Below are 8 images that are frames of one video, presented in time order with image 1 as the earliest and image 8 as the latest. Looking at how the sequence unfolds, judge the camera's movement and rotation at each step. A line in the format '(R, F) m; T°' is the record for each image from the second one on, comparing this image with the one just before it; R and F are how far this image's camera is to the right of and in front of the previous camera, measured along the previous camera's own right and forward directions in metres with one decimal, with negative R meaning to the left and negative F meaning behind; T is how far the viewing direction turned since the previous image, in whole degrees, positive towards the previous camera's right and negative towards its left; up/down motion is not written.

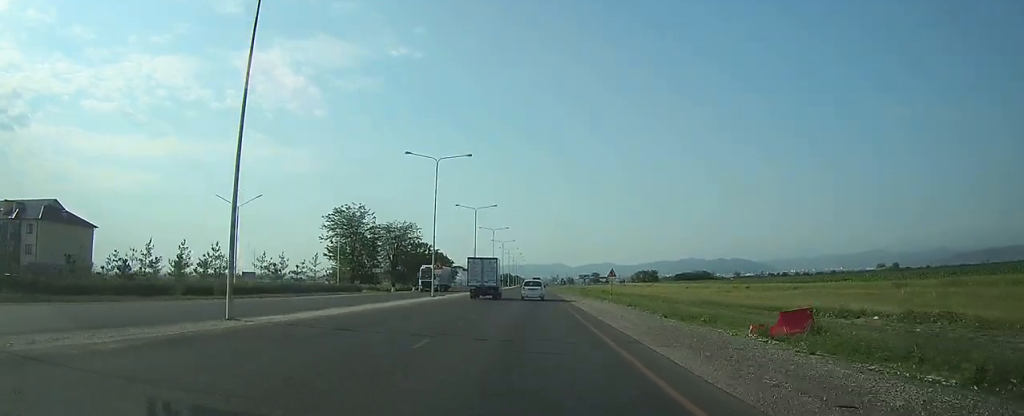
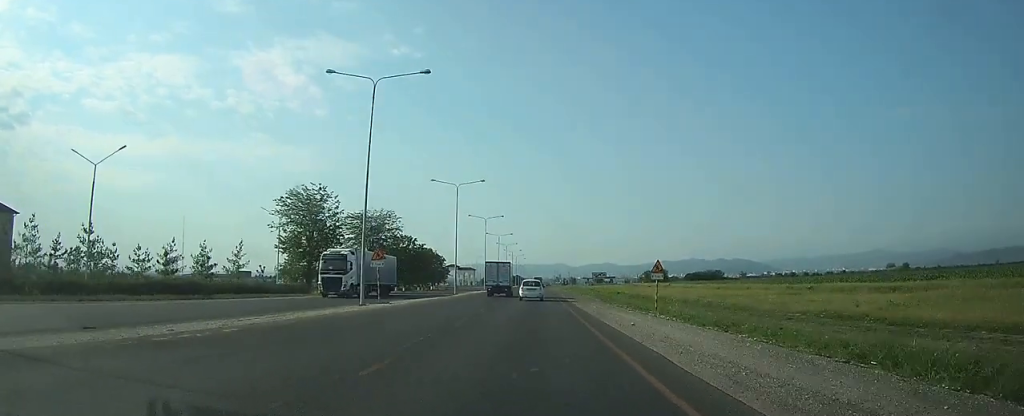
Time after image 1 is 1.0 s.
(0.0, +19.4) m; 0°
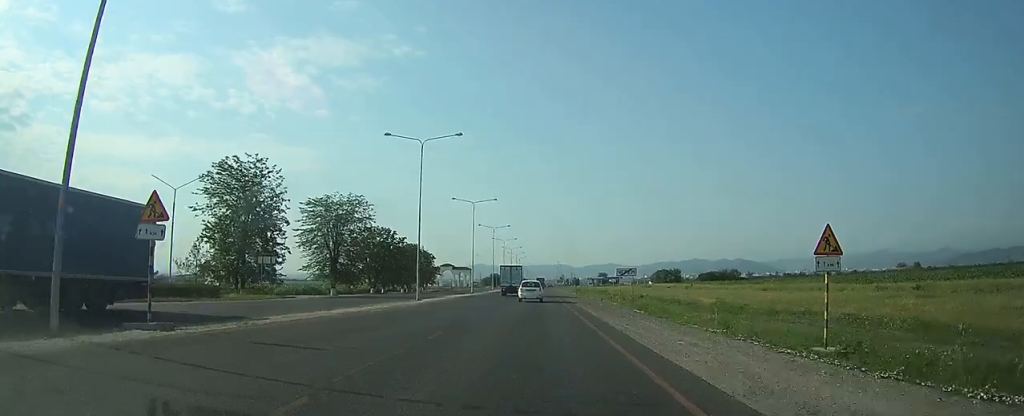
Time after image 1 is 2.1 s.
(0.0, +19.3) m; 0°
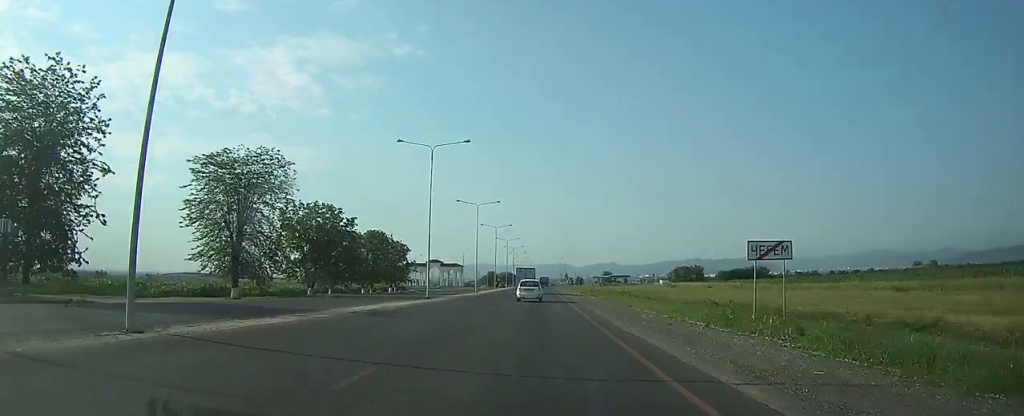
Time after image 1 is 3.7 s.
(-0.2, +29.7) m; 0°
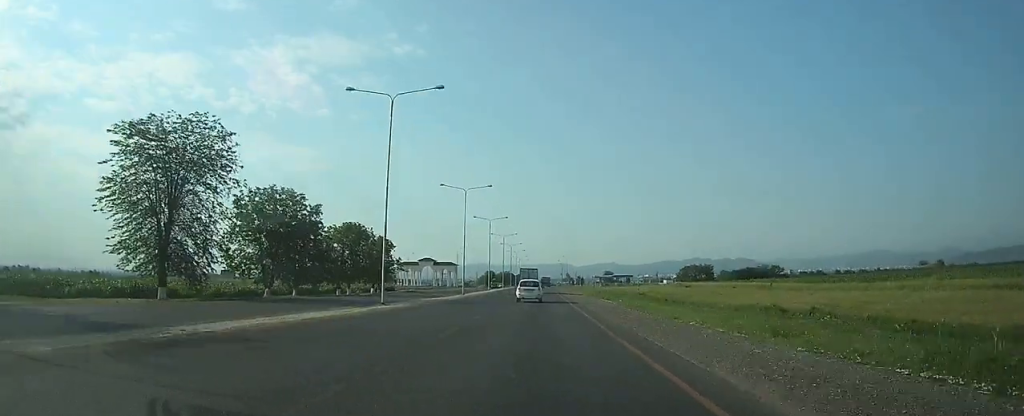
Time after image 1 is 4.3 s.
(0.0, +12.3) m; 0°
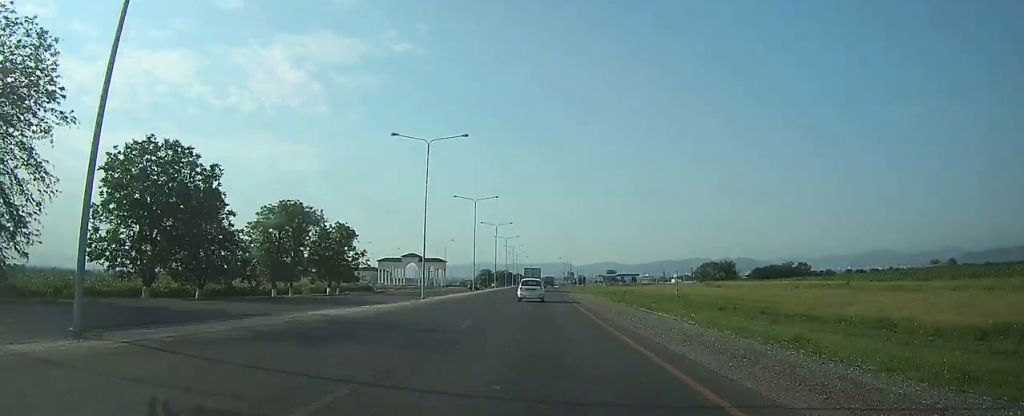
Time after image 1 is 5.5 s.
(0.0, +21.4) m; 0°
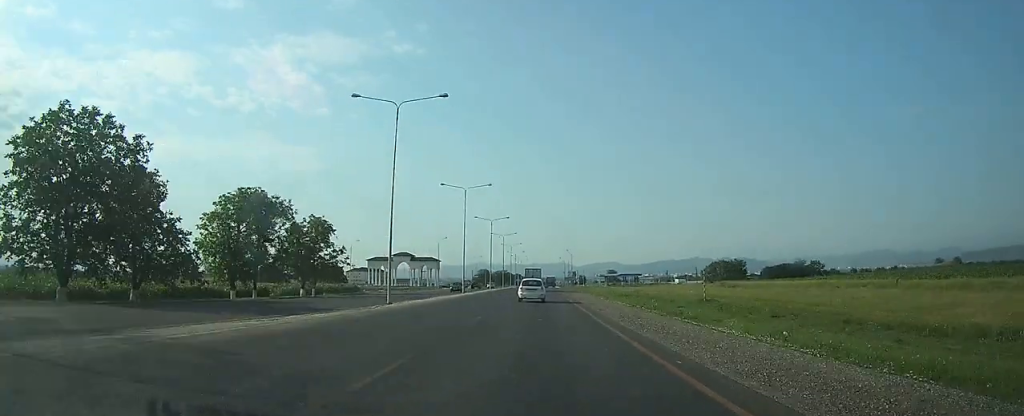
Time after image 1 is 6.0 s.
(0.0, +9.2) m; 0°
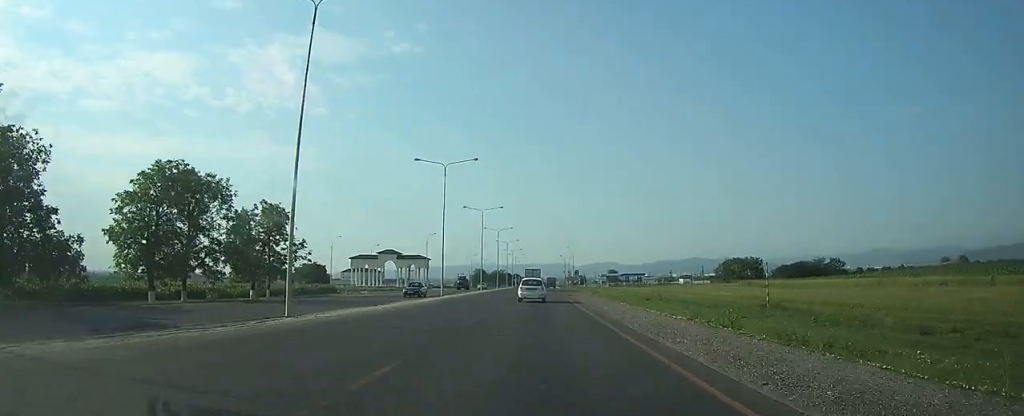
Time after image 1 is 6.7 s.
(-0.1, +12.8) m; 0°
